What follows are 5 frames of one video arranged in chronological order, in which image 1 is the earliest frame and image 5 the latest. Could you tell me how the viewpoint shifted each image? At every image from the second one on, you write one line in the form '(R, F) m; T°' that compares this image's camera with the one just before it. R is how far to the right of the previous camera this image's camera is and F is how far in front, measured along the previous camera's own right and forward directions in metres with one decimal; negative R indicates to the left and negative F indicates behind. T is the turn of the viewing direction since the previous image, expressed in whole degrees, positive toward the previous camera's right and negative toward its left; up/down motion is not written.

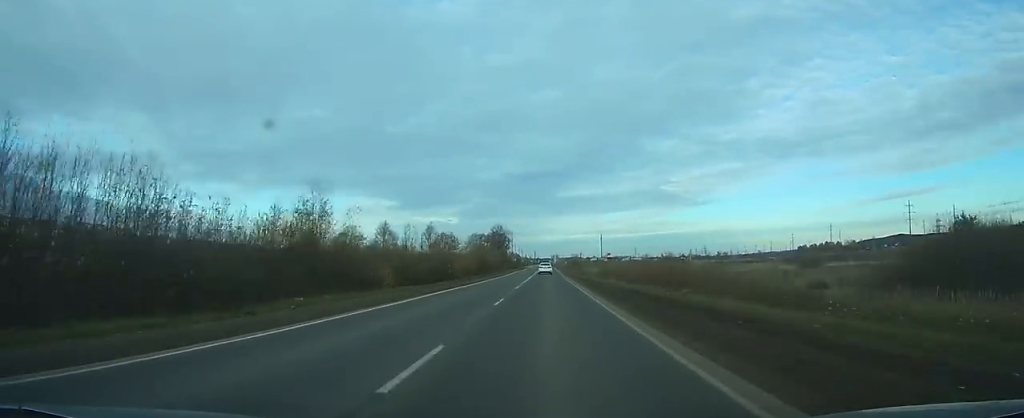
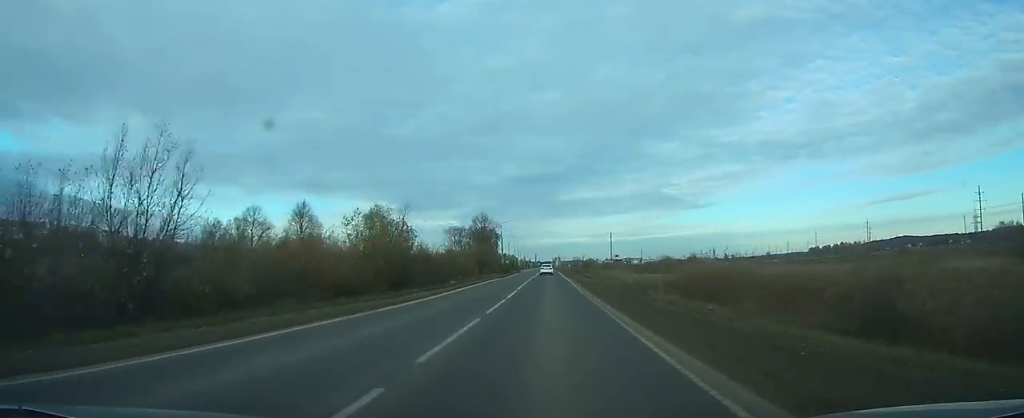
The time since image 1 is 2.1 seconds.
(0.0, +47.5) m; 0°
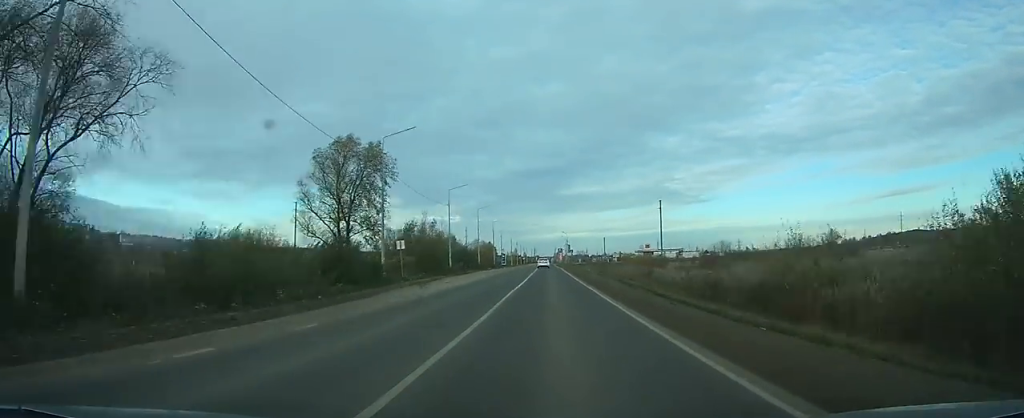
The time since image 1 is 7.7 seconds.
(+0.4, +129.3) m; 0°
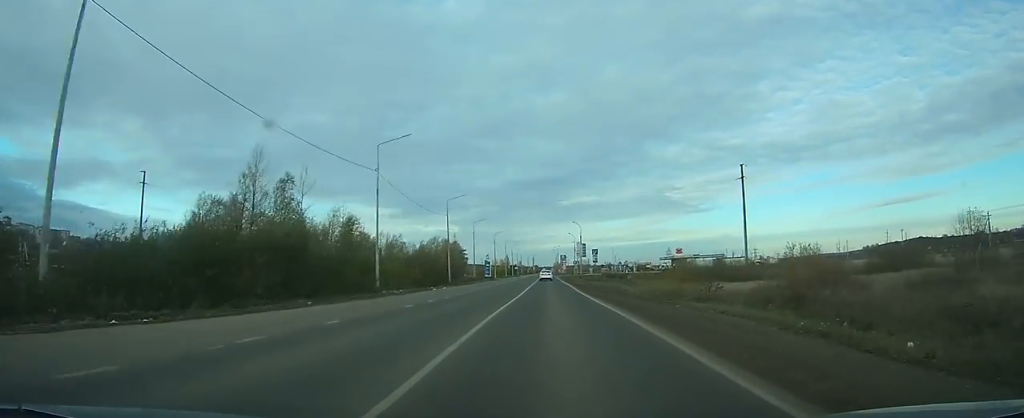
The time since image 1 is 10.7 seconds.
(-0.1, +70.4) m; 0°
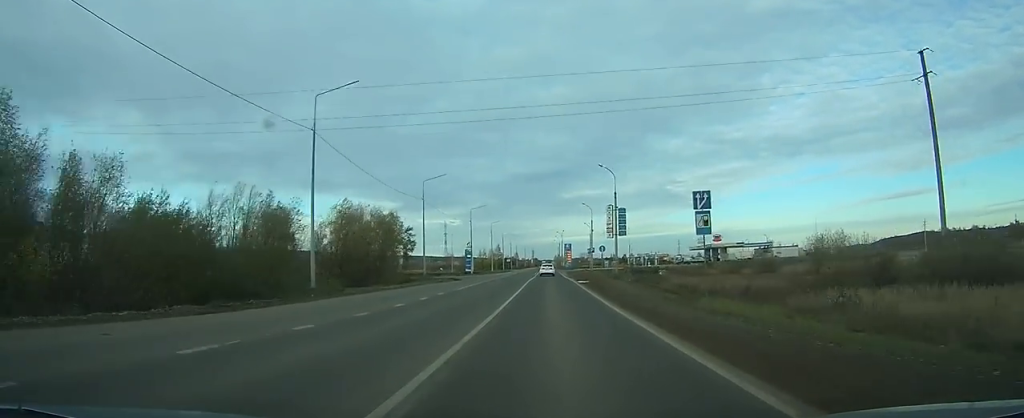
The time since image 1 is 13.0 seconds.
(0.0, +50.0) m; 0°
